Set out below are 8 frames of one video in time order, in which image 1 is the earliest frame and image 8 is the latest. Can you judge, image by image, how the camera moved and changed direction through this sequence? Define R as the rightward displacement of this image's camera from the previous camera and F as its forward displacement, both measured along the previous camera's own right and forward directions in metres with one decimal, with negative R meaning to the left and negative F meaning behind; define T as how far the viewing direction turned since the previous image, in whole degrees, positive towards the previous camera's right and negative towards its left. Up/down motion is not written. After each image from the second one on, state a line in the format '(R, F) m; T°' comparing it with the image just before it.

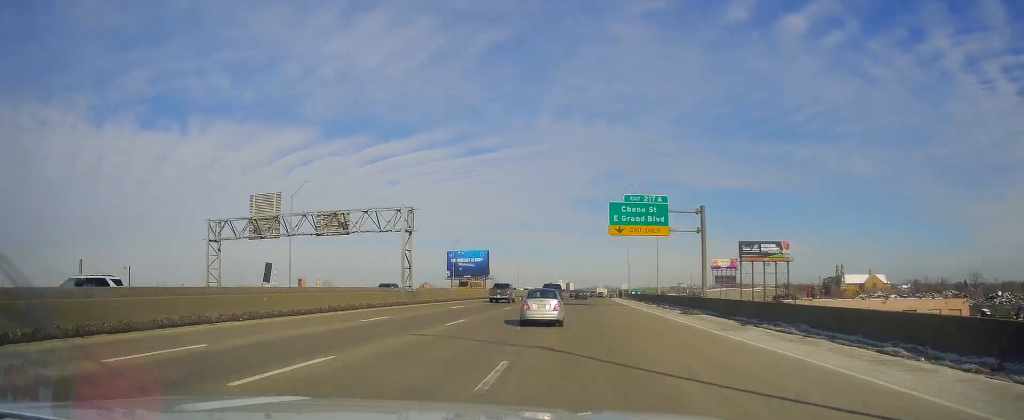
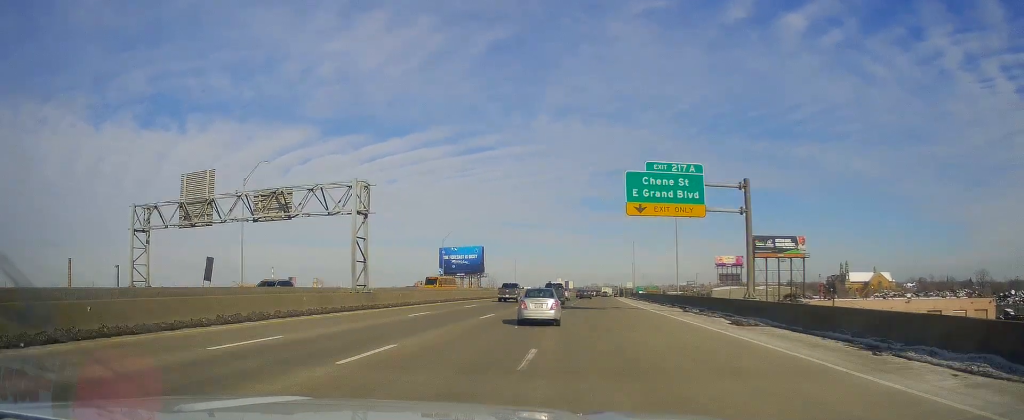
(0.0, +11.9) m; 0°
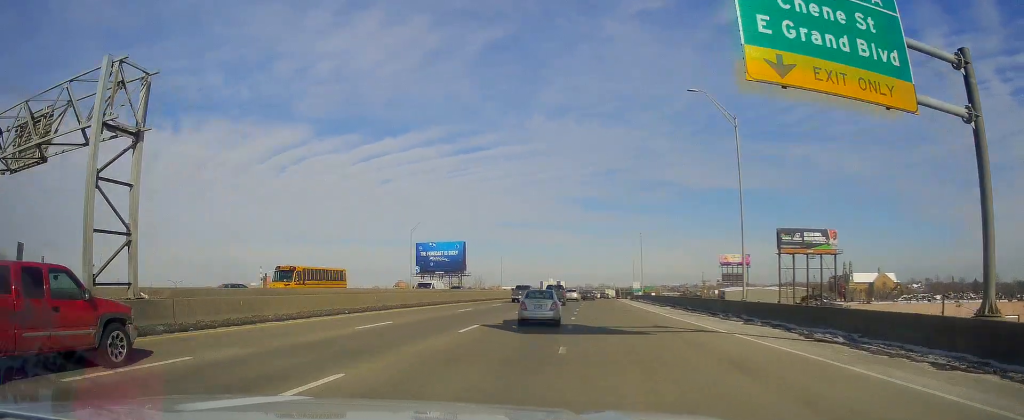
(0.0, +22.9) m; 0°
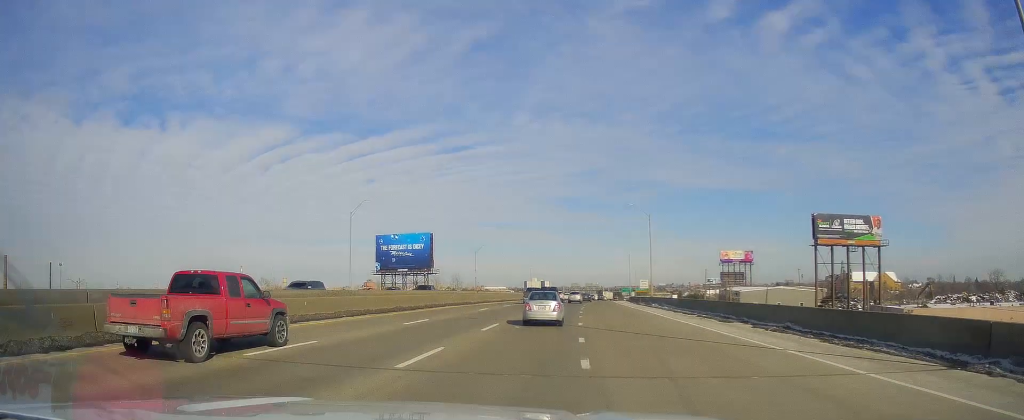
(+0.3, +25.7) m; +1°
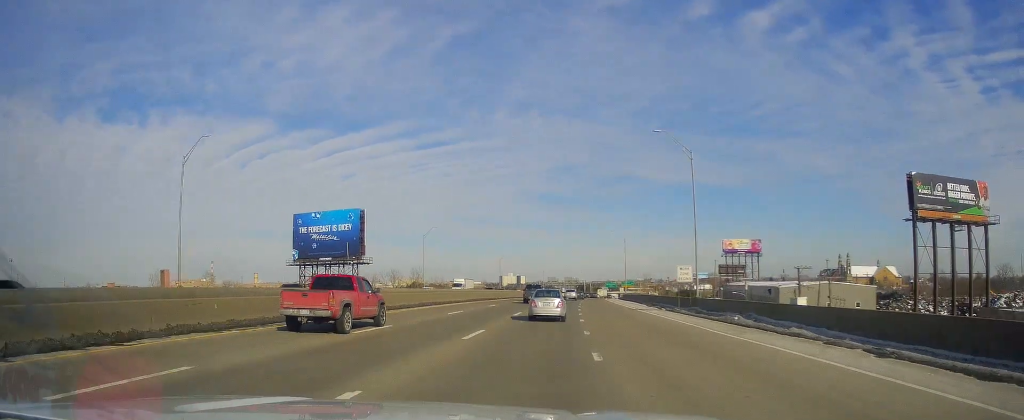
(+0.5, +36.8) m; +1°
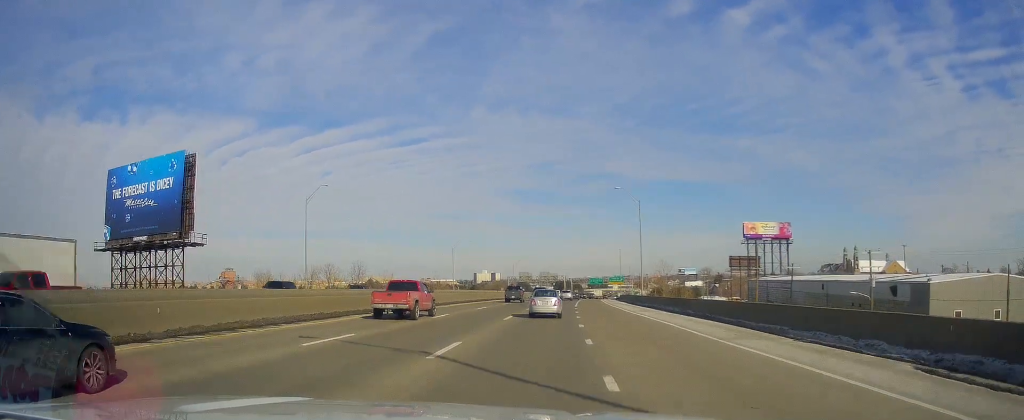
(+1.1, +48.6) m; +4°
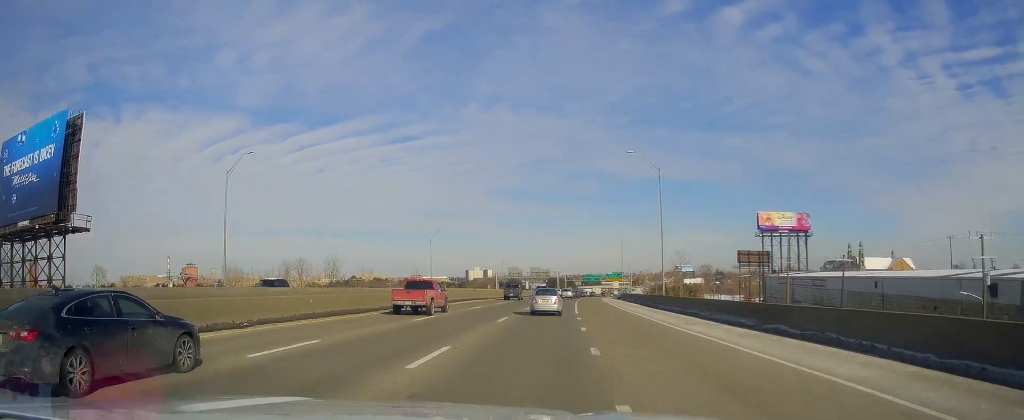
(+0.5, +18.0) m; +1°
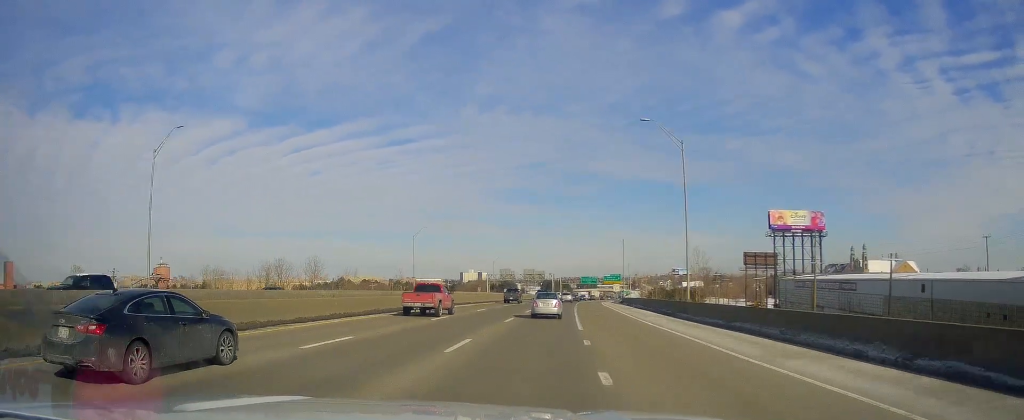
(+0.1, +11.6) m; 0°
